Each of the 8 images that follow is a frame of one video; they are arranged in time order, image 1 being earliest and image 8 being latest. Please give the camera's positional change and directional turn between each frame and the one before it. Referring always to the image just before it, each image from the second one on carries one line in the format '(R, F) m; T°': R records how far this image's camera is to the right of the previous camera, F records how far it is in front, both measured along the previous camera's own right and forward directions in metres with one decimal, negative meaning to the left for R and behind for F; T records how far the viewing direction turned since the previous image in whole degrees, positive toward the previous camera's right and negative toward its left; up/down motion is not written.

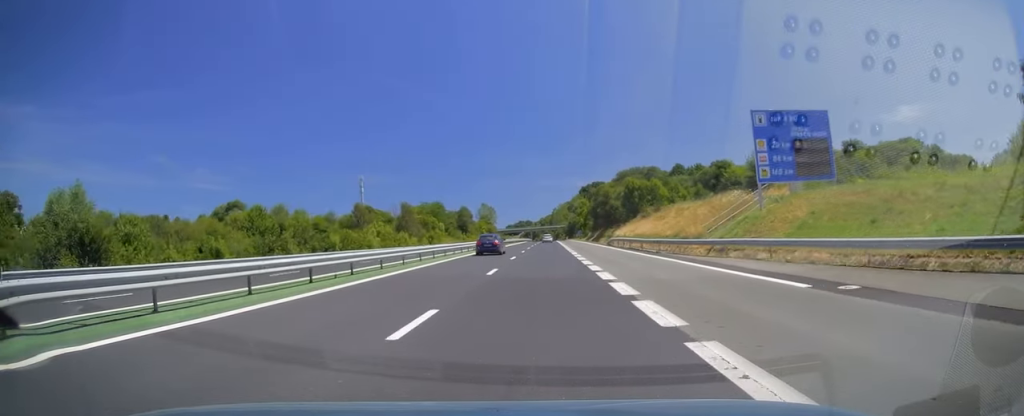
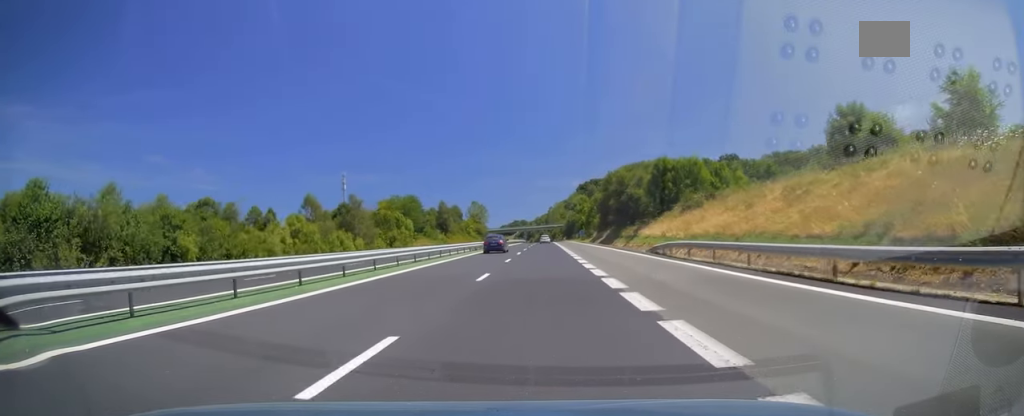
(0.0, +28.9) m; 0°
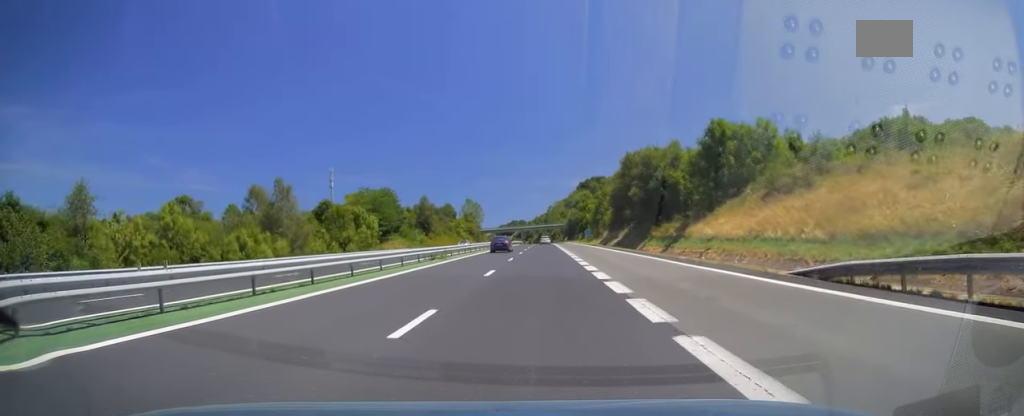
(0.0, +23.0) m; 0°
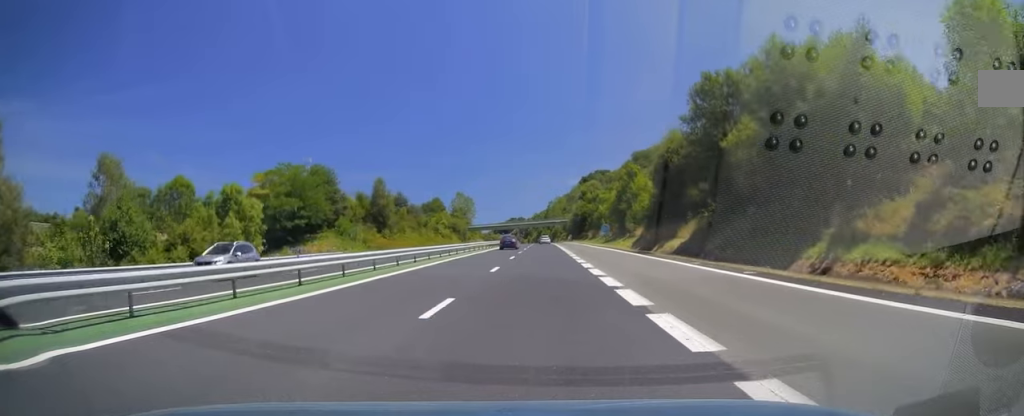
(+0.1, +37.0) m; 0°
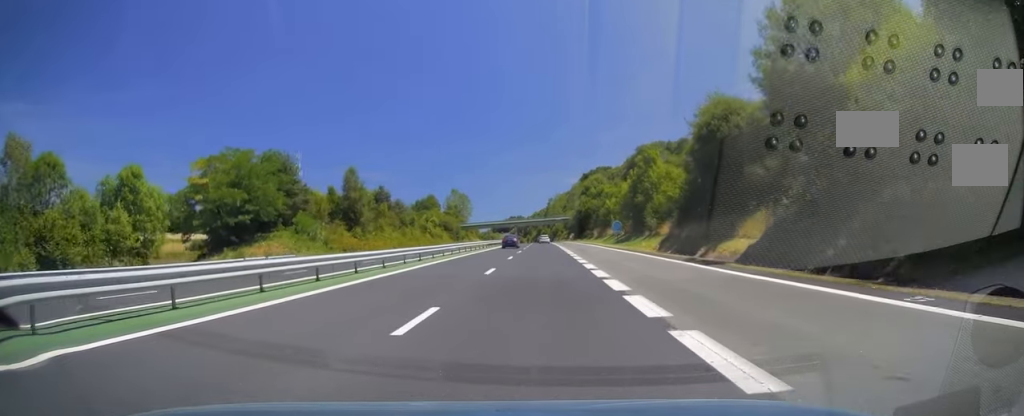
(0.0, +14.5) m; 0°
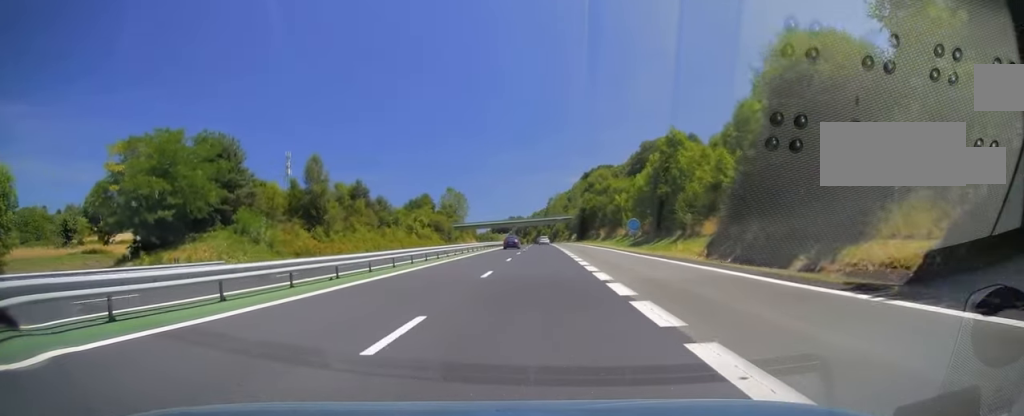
(0.0, +14.0) m; 0°
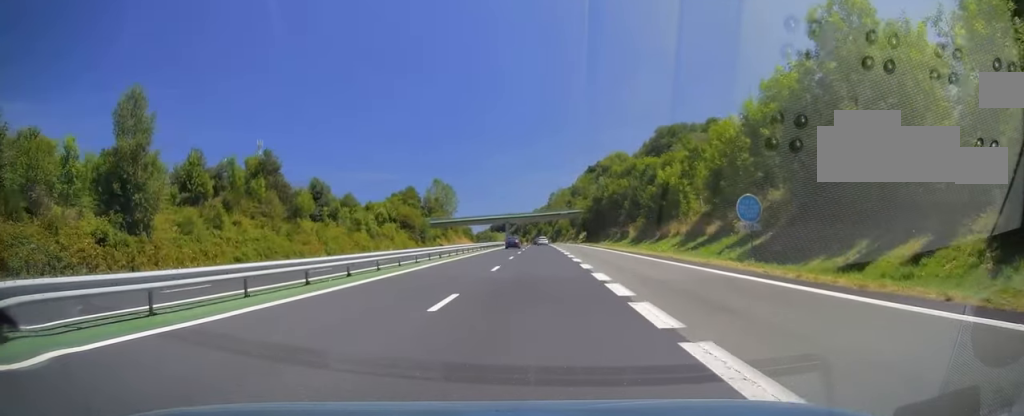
(0.0, +34.7) m; 0°
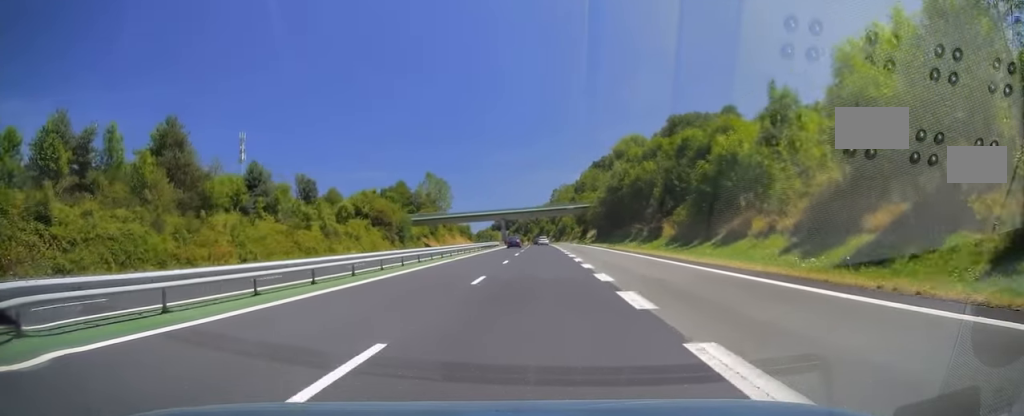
(0.0, +19.6) m; 0°
